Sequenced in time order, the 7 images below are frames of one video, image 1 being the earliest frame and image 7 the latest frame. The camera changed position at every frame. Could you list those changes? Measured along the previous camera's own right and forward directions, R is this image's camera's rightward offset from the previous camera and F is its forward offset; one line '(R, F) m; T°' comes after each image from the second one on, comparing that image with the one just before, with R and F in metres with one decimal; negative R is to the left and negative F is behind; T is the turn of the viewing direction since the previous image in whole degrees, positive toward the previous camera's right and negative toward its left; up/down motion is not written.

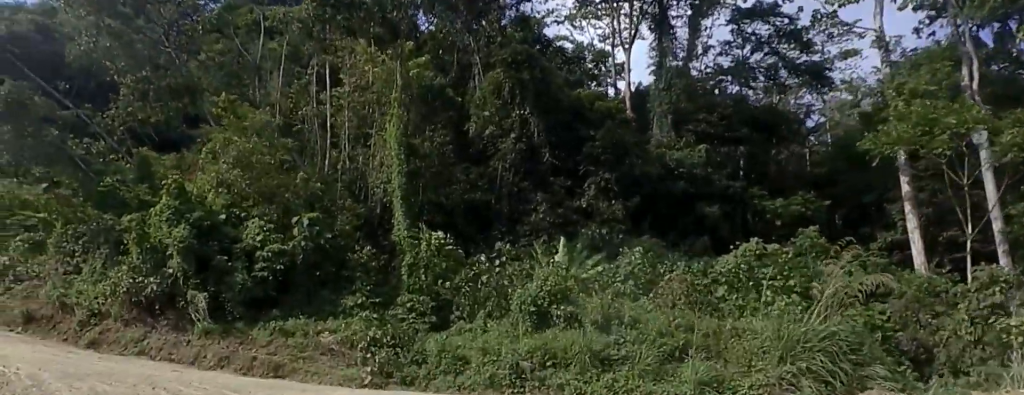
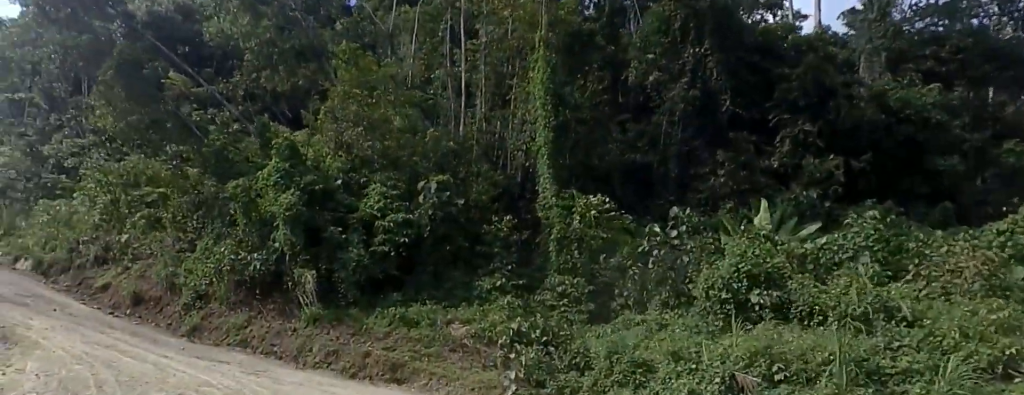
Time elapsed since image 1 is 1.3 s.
(-1.3, +4.4) m; -33°
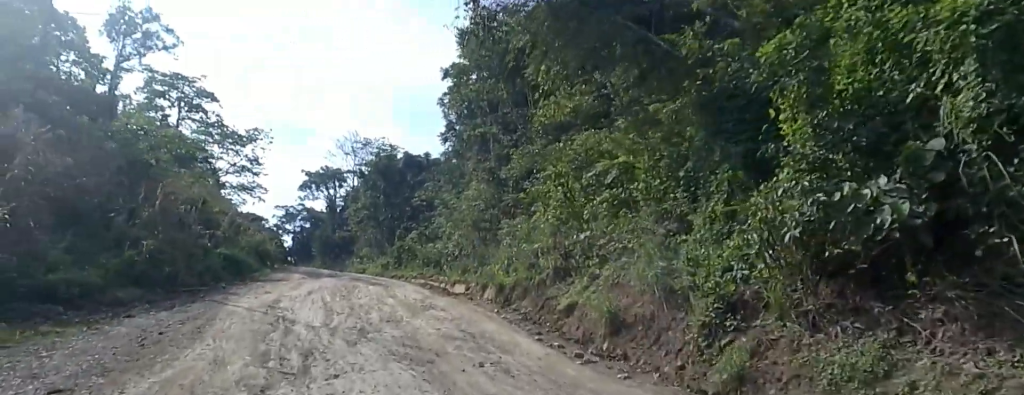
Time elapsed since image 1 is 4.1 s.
(-2.4, +13.2) m; -10°
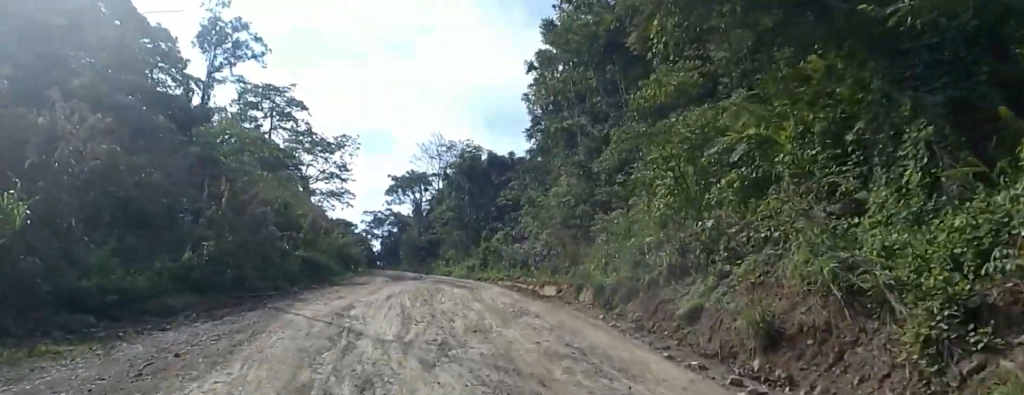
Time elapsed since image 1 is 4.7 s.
(0.0, +3.2) m; 0°
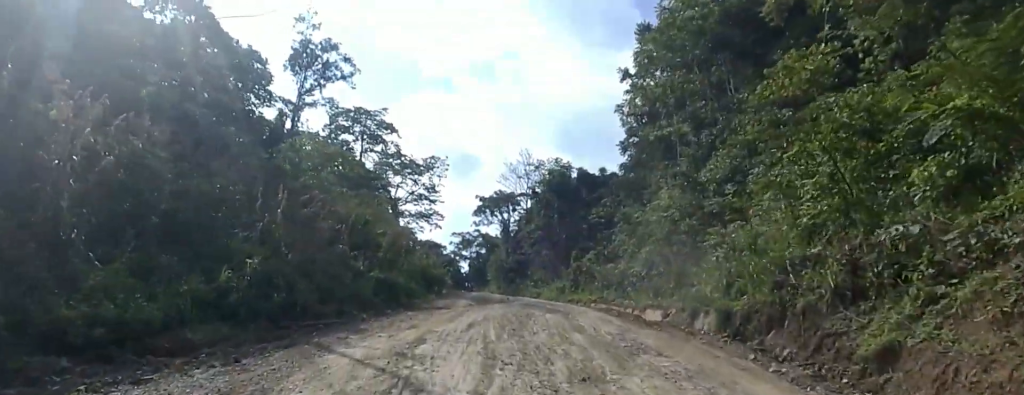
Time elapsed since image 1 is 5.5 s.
(0.0, +4.1) m; 0°
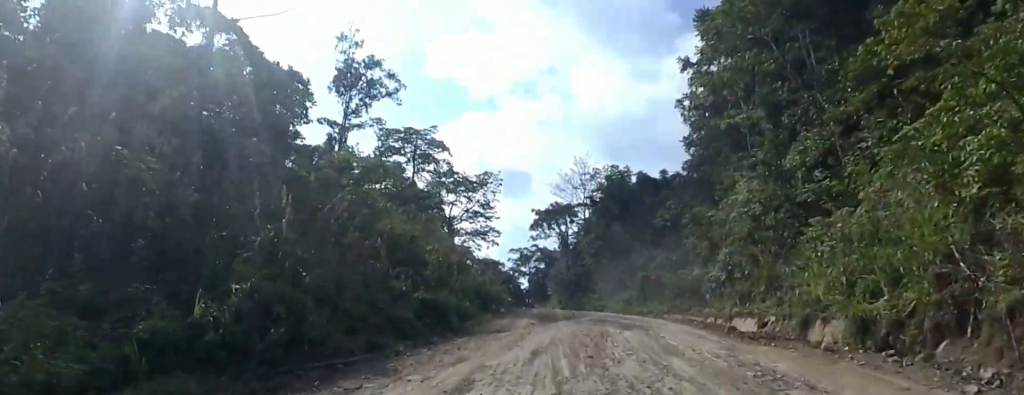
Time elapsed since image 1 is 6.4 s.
(0.0, +4.2) m; -8°
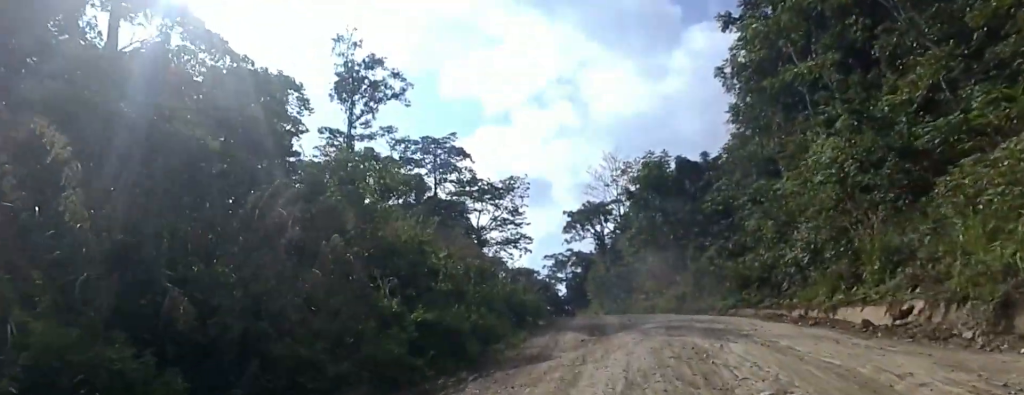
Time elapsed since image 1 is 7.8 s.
(-1.3, +6.9) m; -11°
